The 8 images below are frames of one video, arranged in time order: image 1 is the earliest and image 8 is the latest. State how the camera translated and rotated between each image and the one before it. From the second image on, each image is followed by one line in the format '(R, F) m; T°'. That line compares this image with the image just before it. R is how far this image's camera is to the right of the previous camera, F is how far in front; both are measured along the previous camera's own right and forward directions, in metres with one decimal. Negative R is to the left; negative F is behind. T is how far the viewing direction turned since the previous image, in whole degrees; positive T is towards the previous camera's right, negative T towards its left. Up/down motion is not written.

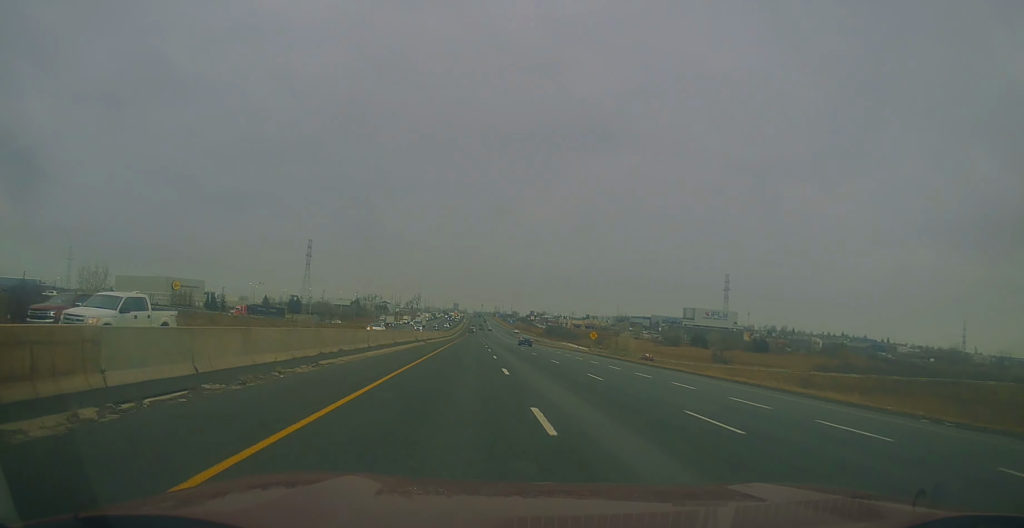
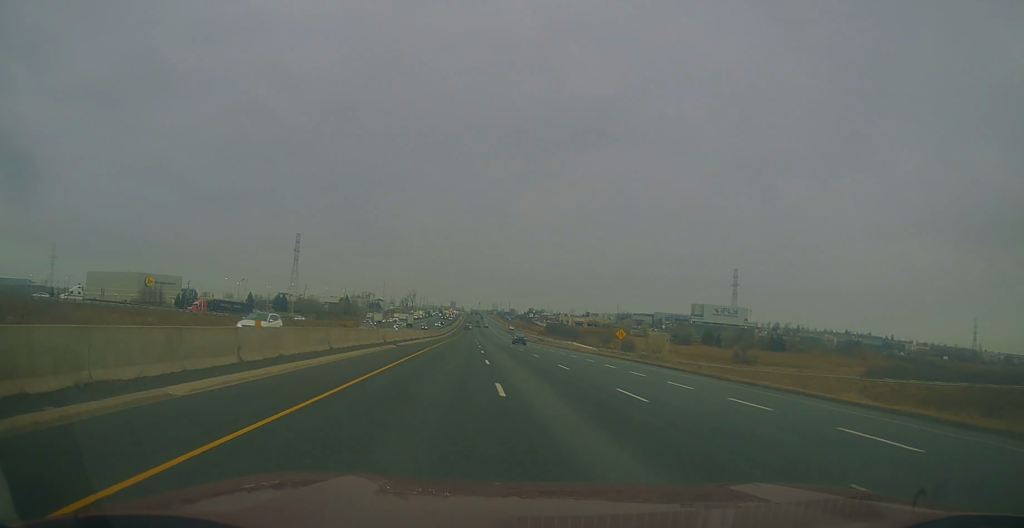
(0.0, +20.0) m; 0°
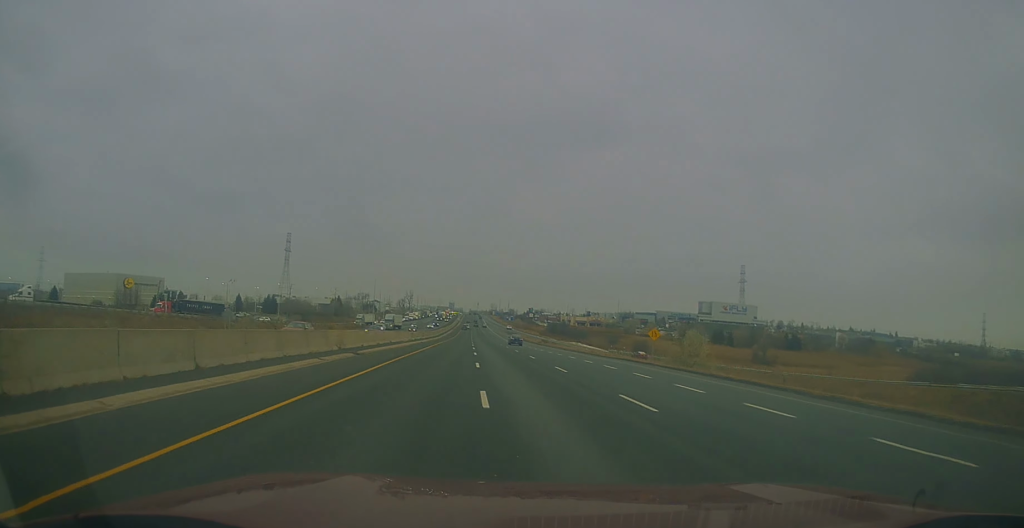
(0.0, +14.7) m; 0°
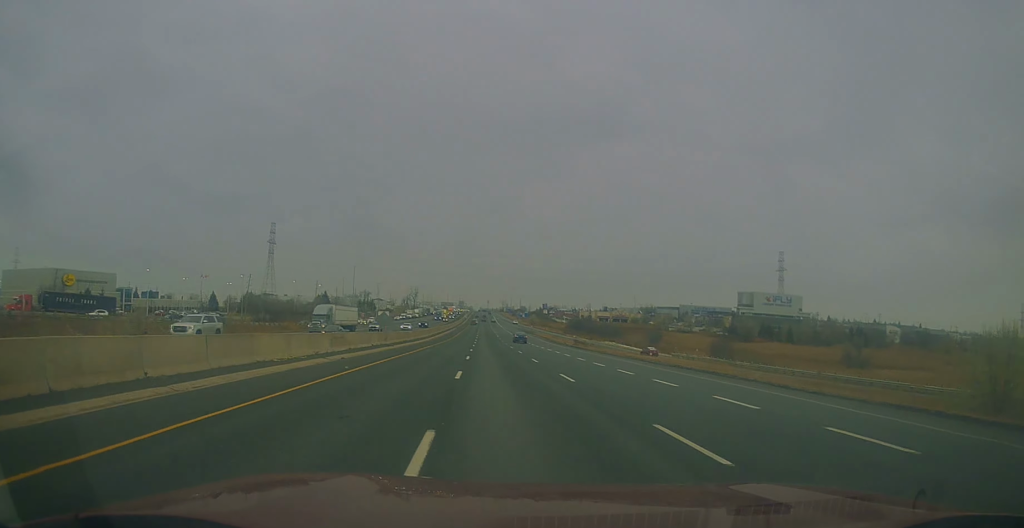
(-0.3, +43.5) m; 0°
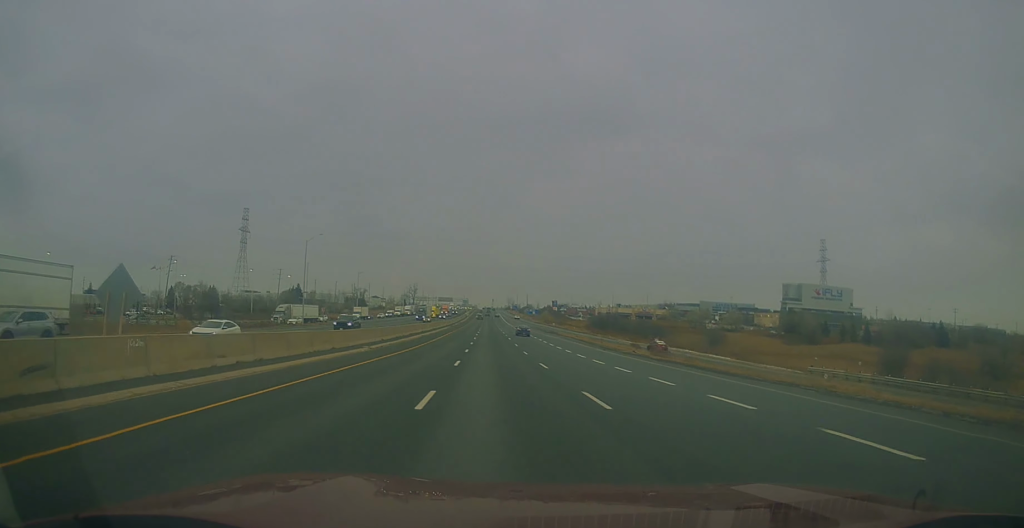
(+0.1, +46.2) m; -1°
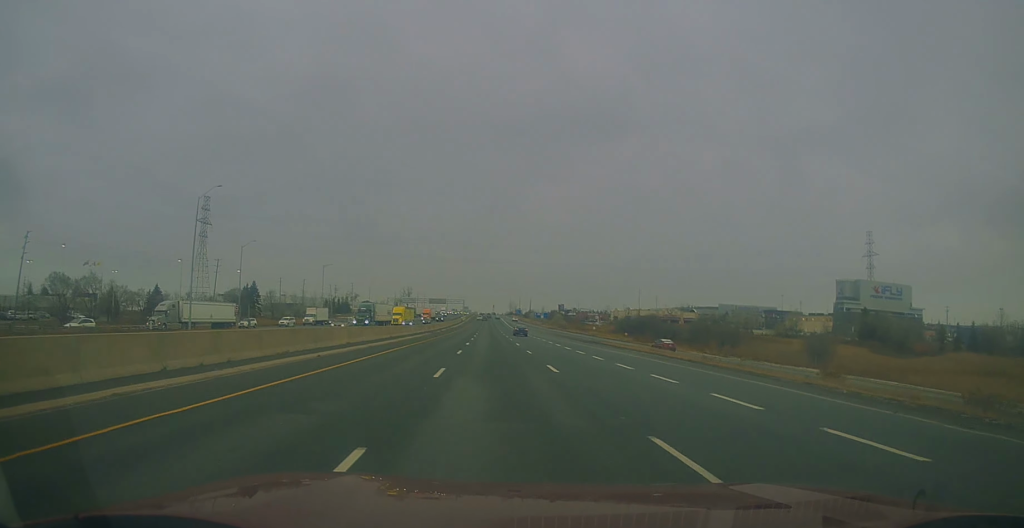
(-1.0, +45.4) m; -1°
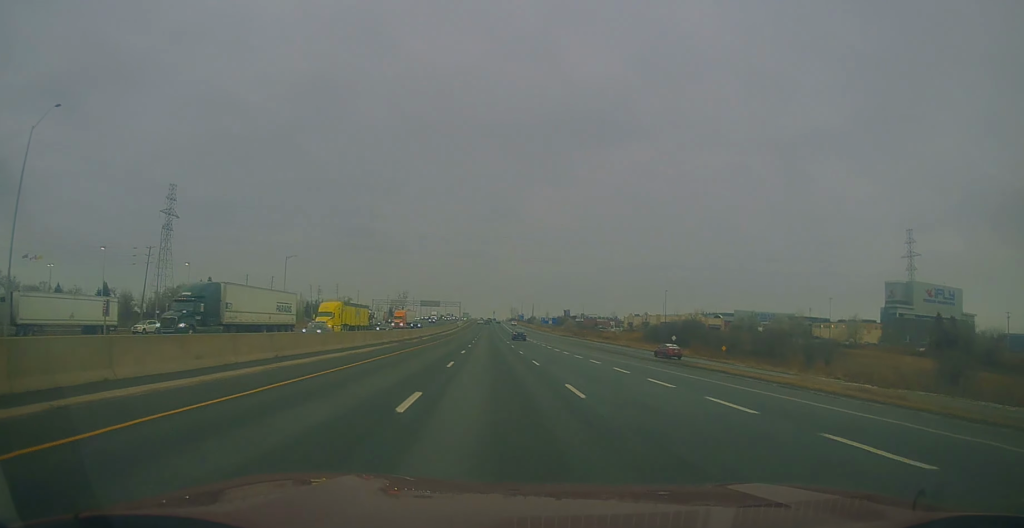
(+0.1, +28.2) m; 0°
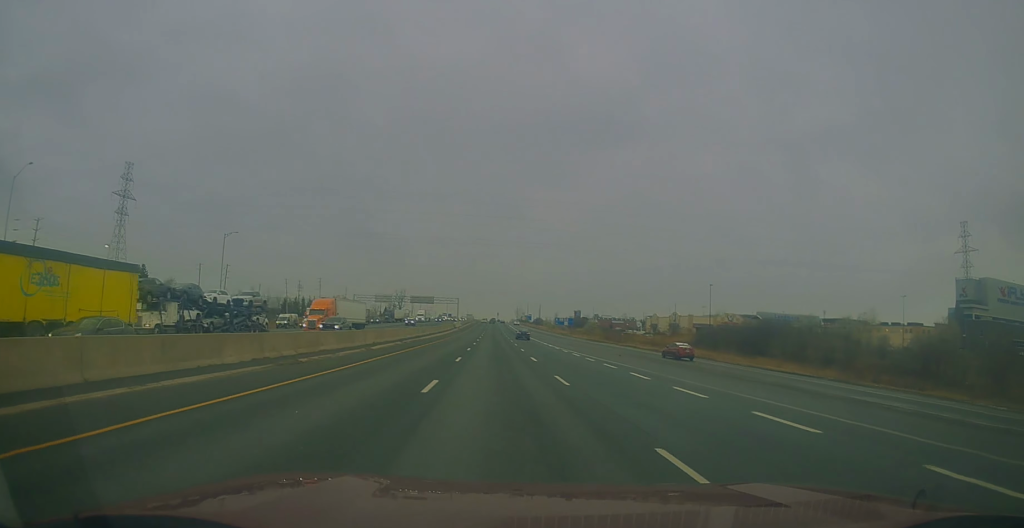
(+0.1, +31.3) m; 0°
